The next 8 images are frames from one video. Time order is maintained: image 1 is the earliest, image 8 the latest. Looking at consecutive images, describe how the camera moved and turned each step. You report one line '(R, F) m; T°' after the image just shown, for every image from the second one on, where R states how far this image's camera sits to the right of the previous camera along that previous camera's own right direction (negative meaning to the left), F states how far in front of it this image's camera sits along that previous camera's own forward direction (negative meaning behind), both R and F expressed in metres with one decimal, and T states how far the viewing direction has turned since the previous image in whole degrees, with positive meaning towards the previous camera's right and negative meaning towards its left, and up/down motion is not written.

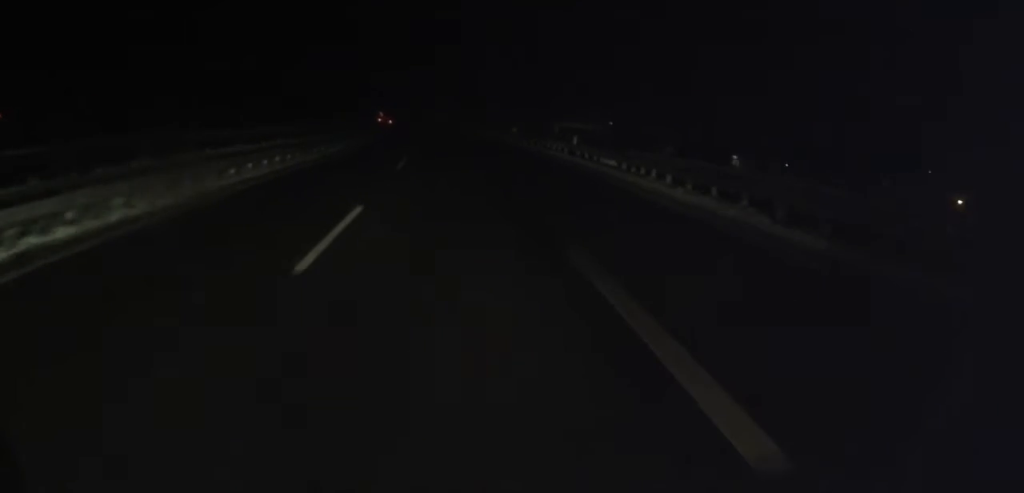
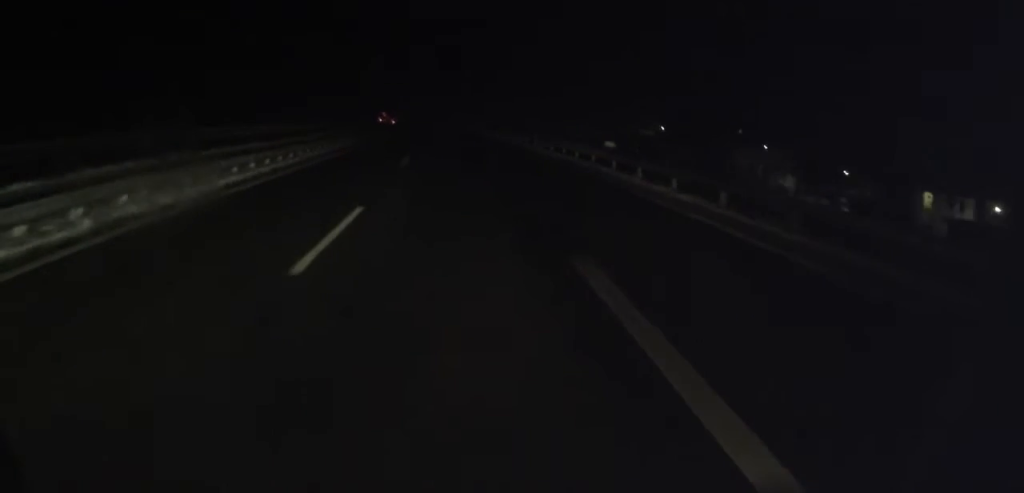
(-0.8, +35.9) m; -2°
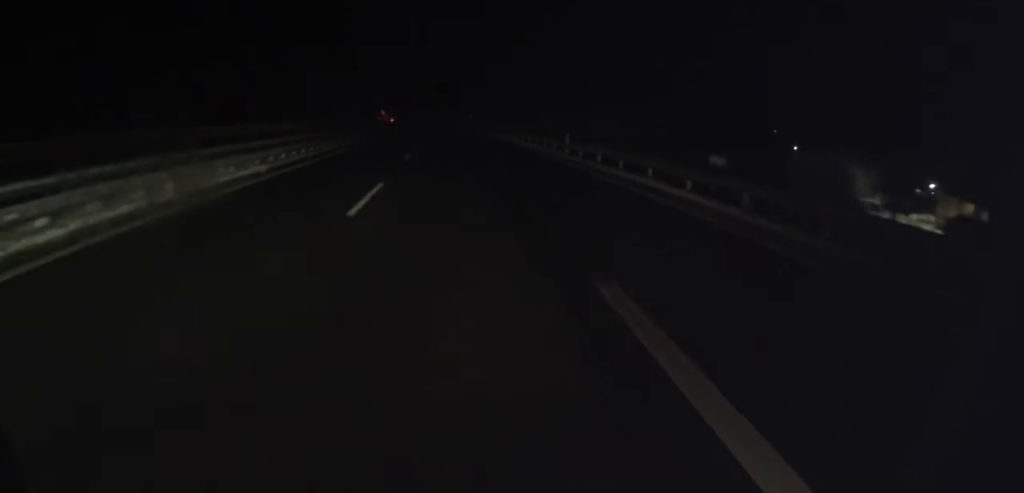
(0.0, +13.2) m; 0°
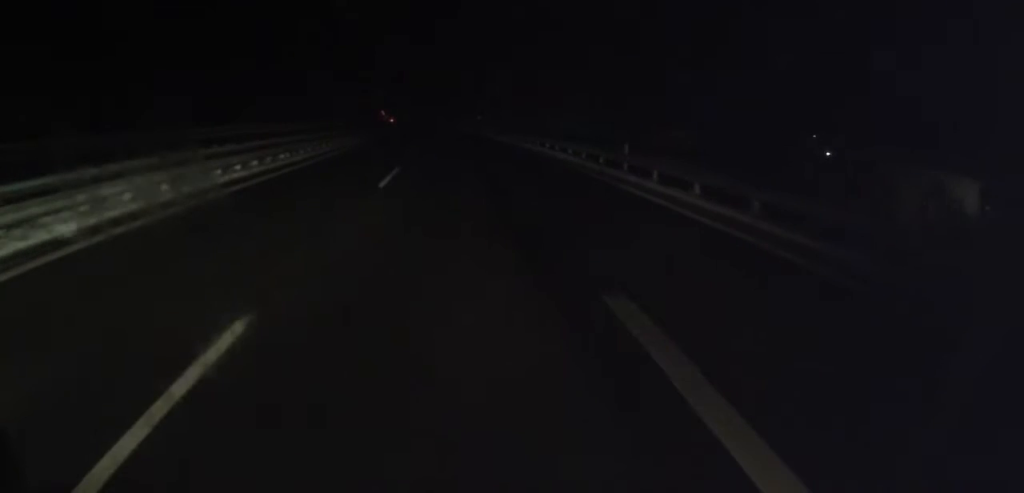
(0.0, +12.4) m; 0°
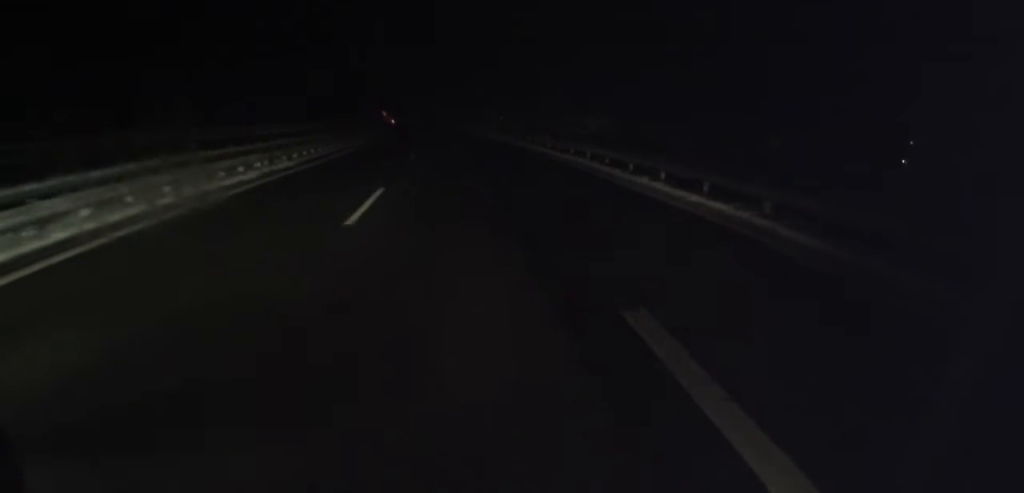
(0.0, +23.9) m; 0°
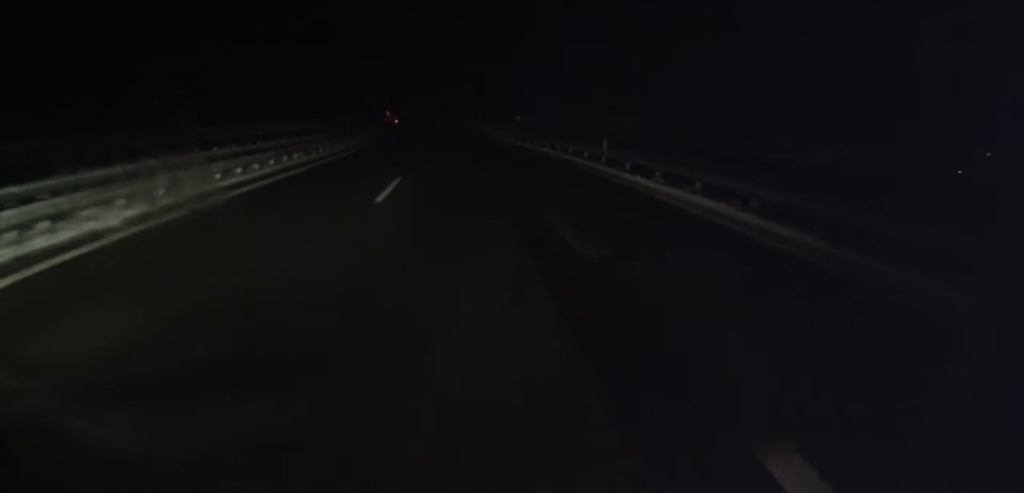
(0.0, +14.8) m; -2°
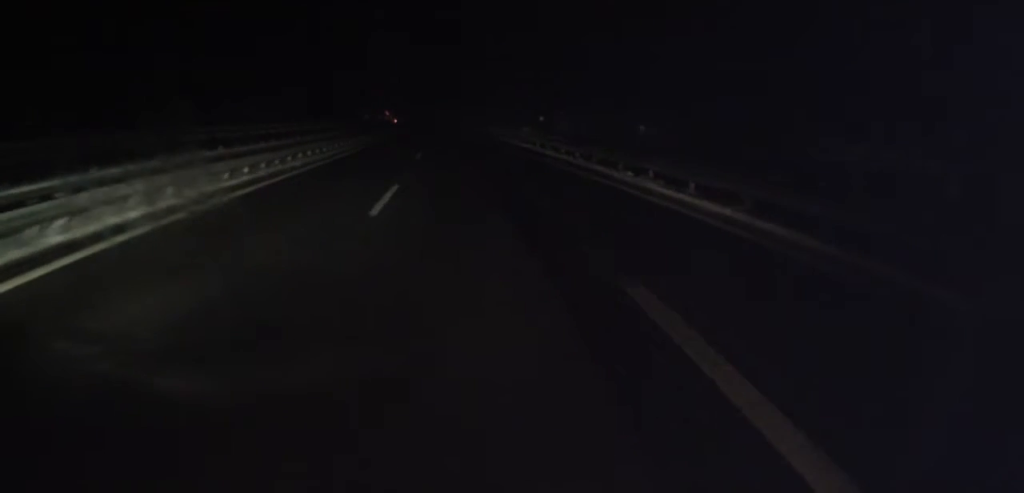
(-0.6, +19.5) m; -1°
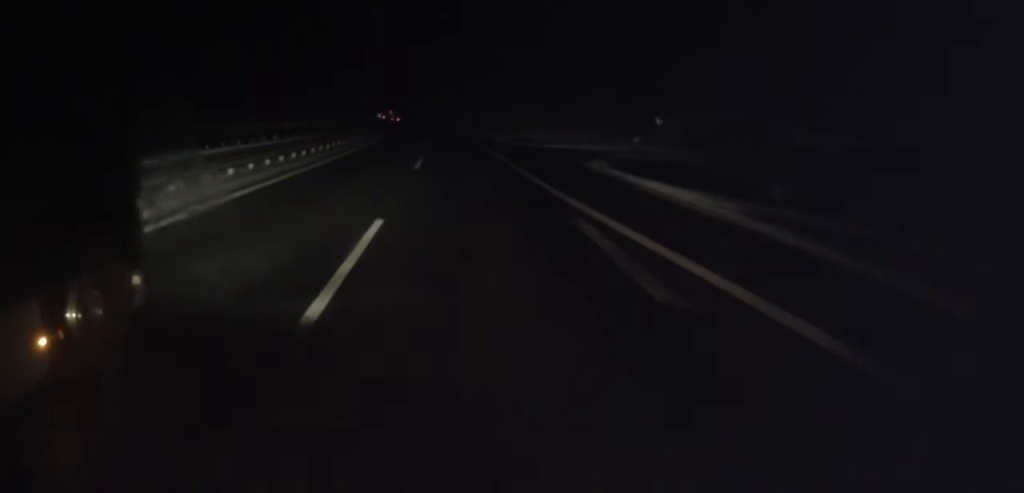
(-0.3, +42.5) m; -2°
